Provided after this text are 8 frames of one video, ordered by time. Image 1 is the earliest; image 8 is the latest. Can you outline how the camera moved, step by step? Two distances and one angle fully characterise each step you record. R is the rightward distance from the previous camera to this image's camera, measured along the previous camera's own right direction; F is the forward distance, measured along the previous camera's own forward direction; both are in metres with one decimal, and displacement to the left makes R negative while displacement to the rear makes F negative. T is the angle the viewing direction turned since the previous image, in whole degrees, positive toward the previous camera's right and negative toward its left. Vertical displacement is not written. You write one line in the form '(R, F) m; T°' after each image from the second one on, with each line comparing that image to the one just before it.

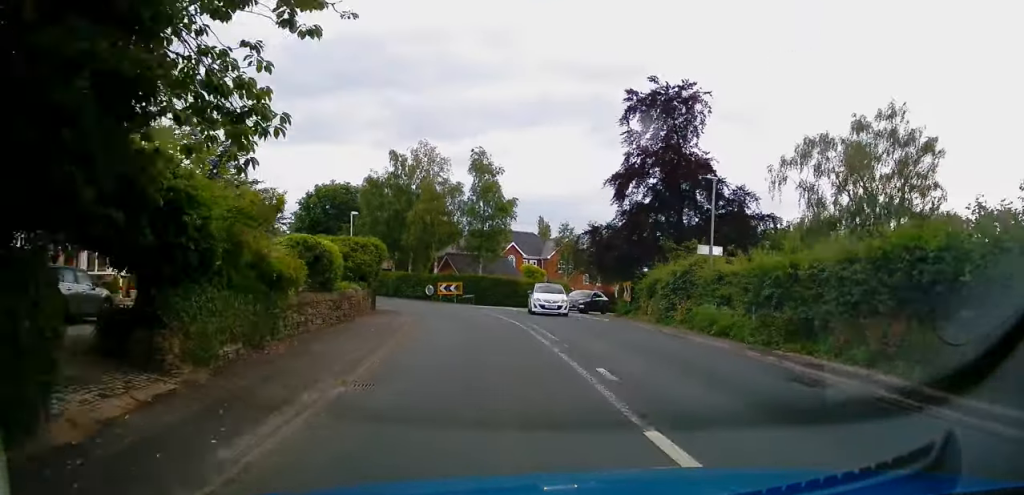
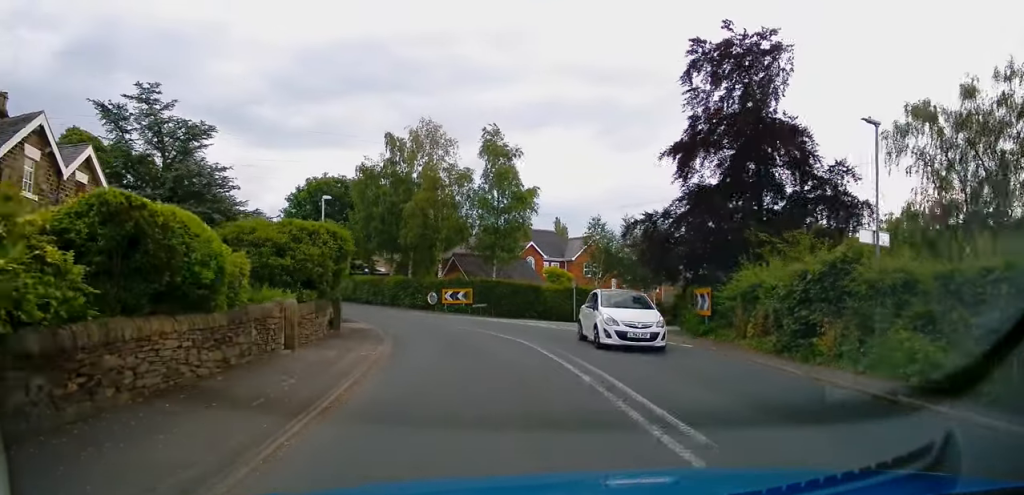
(-0.2, +9.2) m; -1°
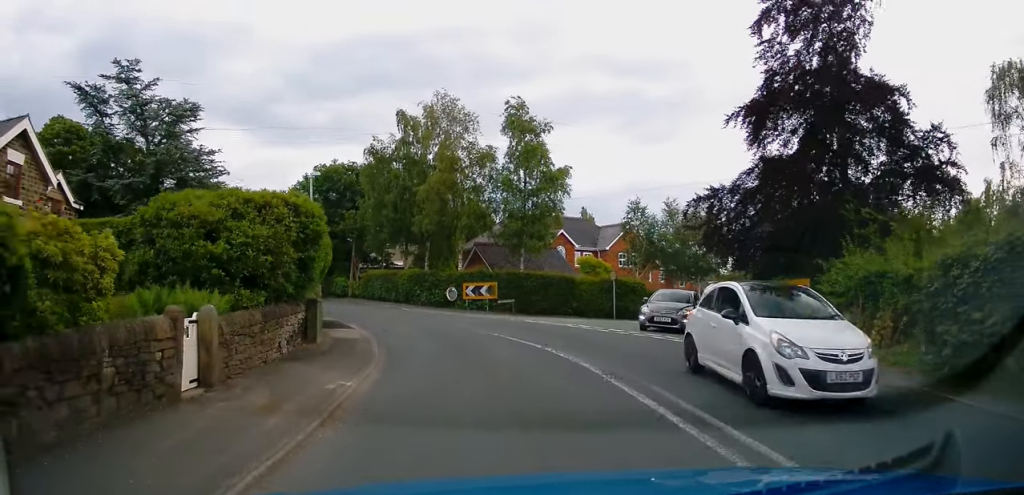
(0.0, +4.9) m; -2°
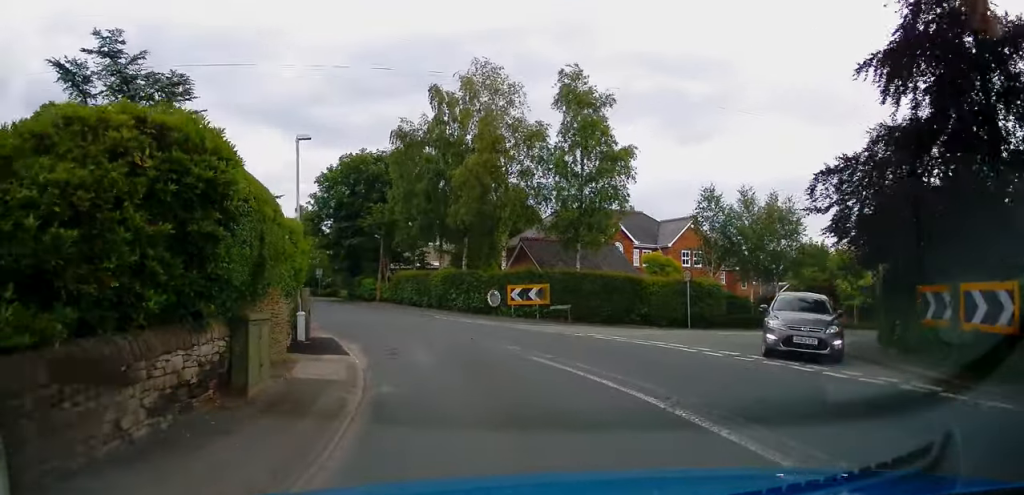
(+0.2, +6.4) m; -2°
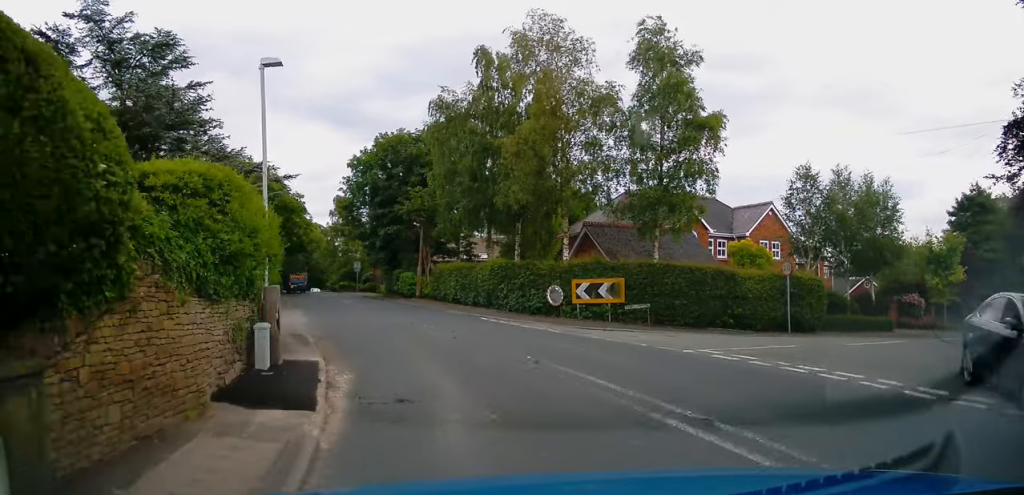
(-0.4, +5.3) m; -6°
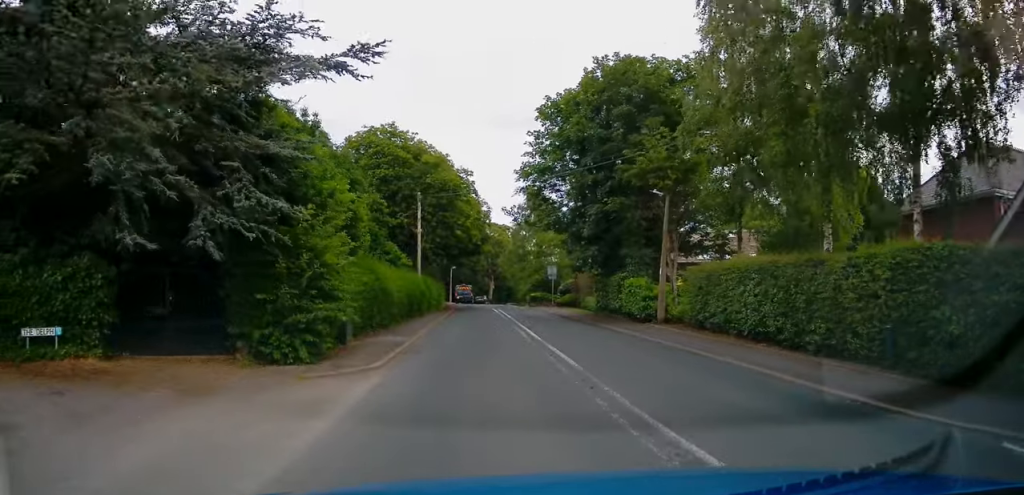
(-3.0, +17.8) m; -18°
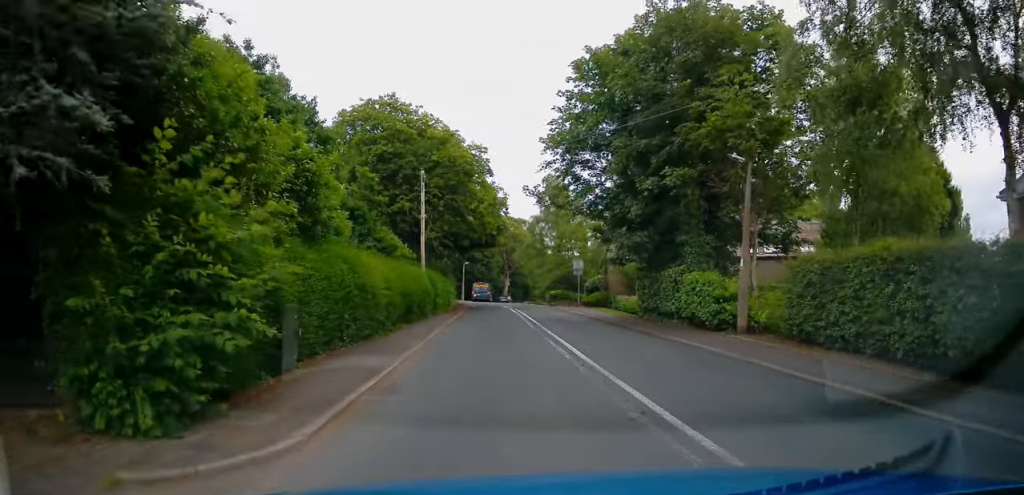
(-0.3, +6.1) m; -2°
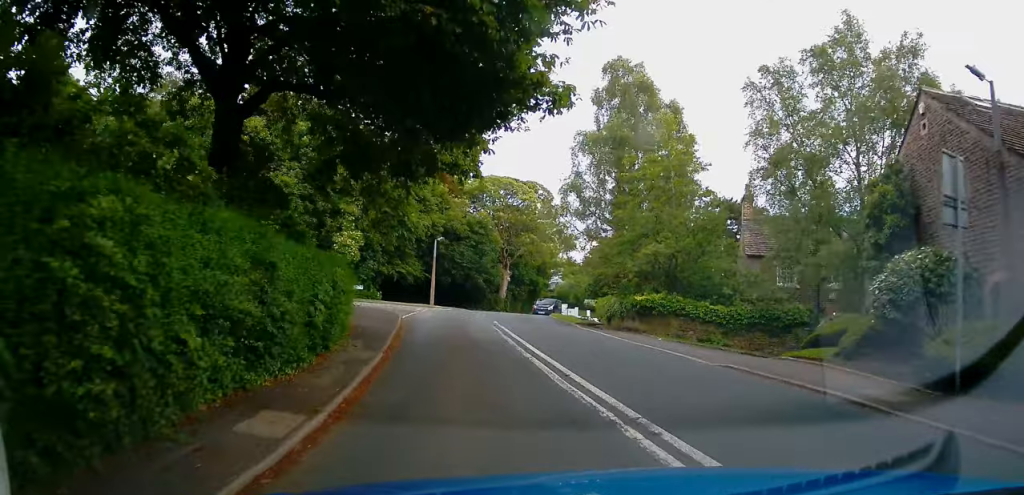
(+0.2, +36.9) m; +1°
